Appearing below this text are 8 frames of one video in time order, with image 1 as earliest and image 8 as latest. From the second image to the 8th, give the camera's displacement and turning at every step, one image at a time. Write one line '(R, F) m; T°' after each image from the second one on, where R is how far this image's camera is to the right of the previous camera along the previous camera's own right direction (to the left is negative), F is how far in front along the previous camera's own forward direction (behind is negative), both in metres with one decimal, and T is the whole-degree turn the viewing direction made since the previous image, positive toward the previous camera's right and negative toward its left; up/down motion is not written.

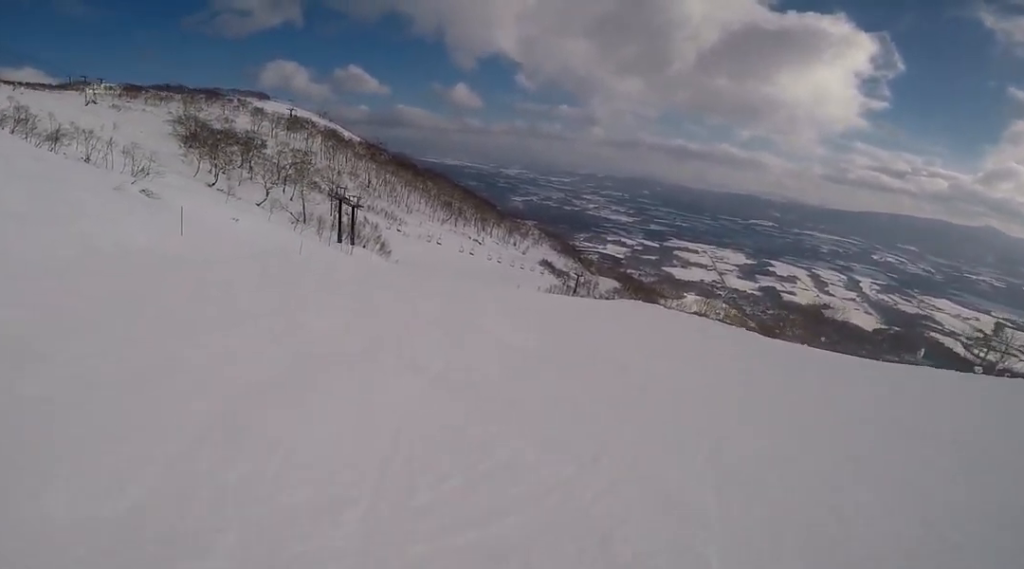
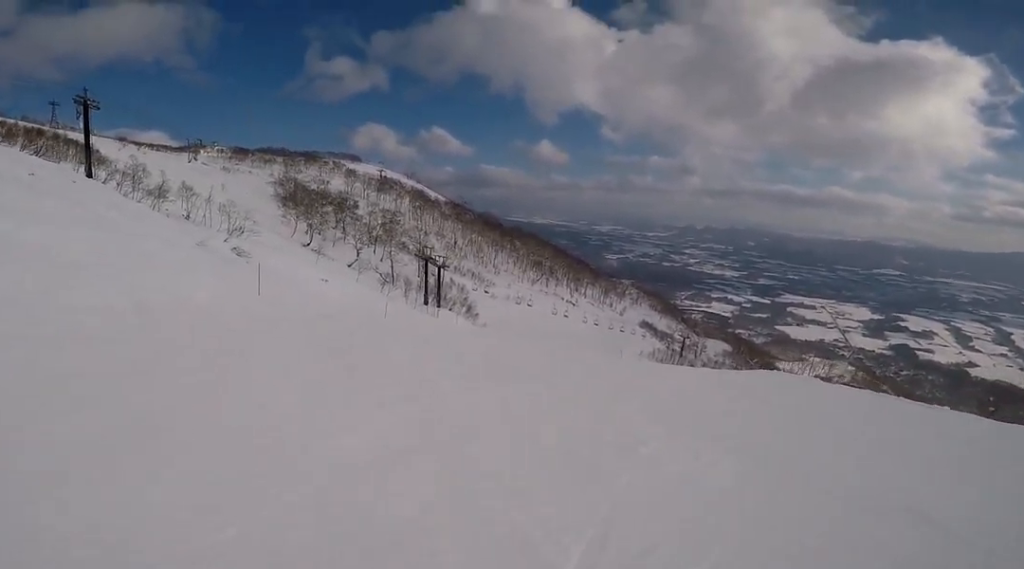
(-0.4, +2.5) m; -7°
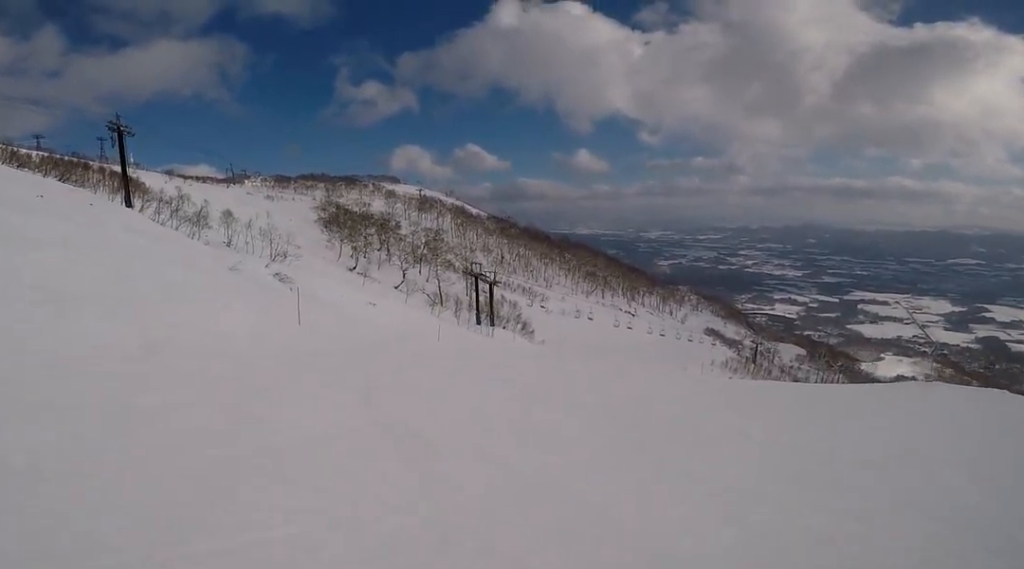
(-0.9, +3.1) m; 0°
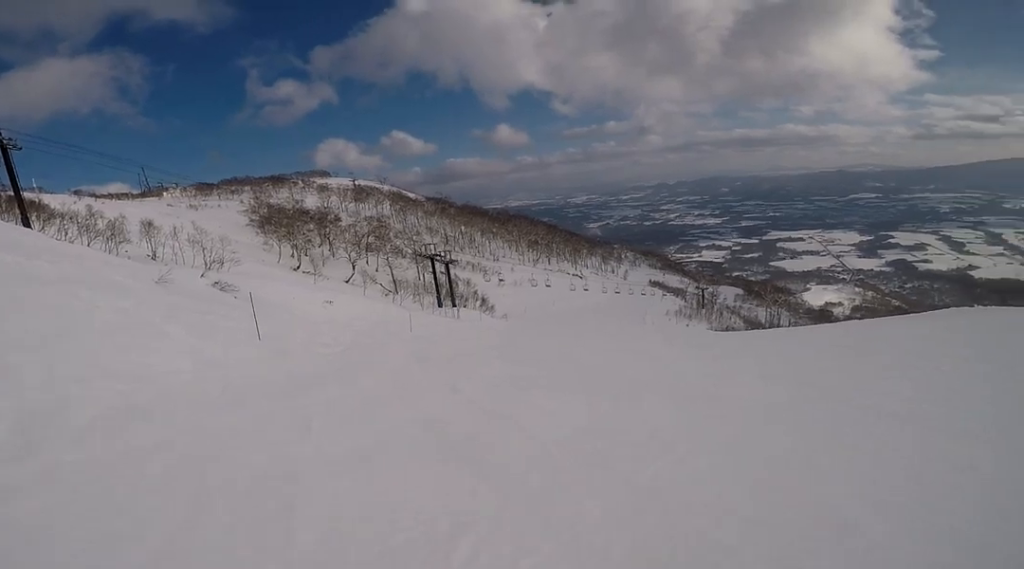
(+0.9, +3.8) m; +11°
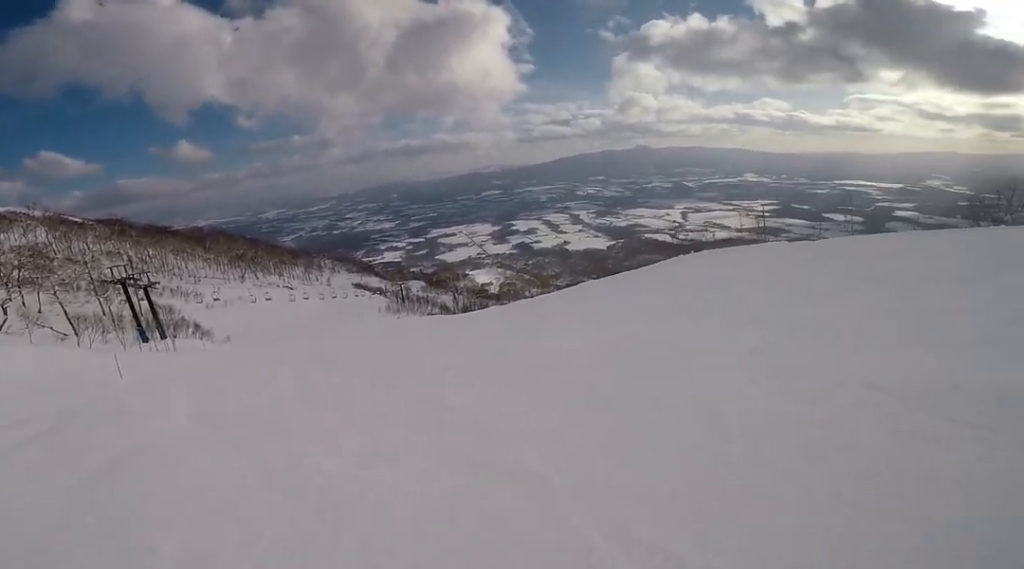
(+0.4, +5.7) m; +25°
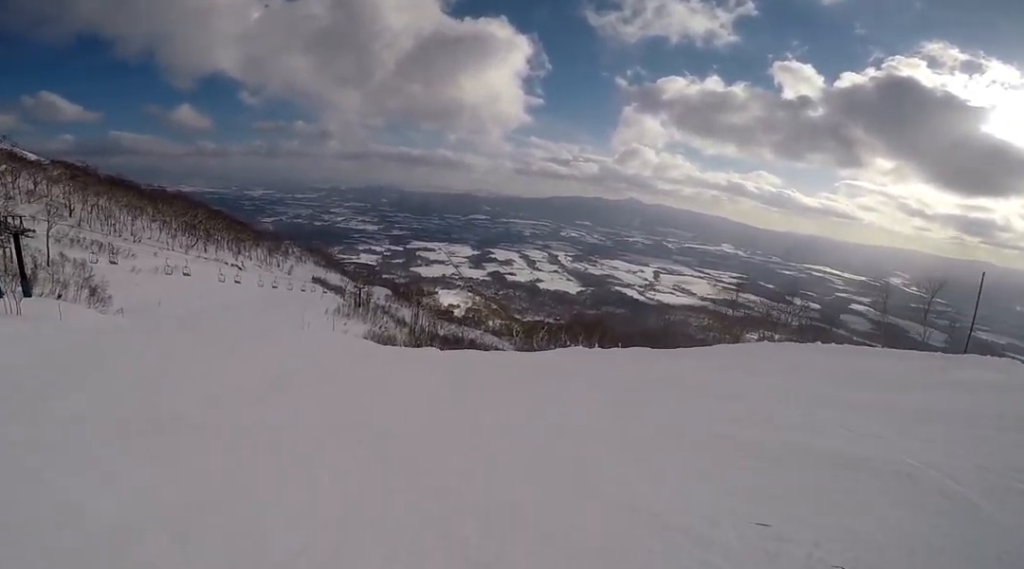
(+5.4, +10.7) m; +13°
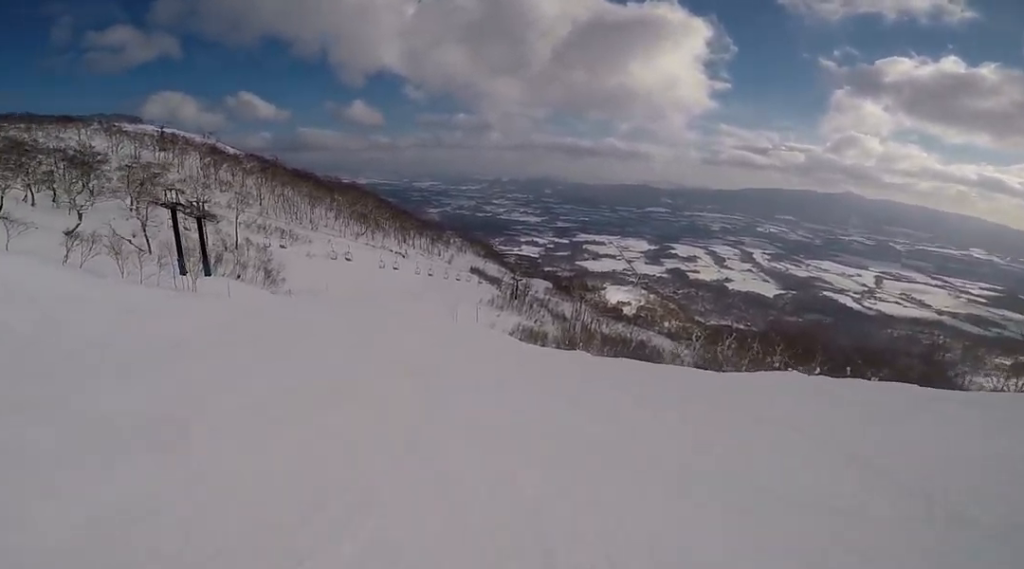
(+0.1, +3.2) m; -24°
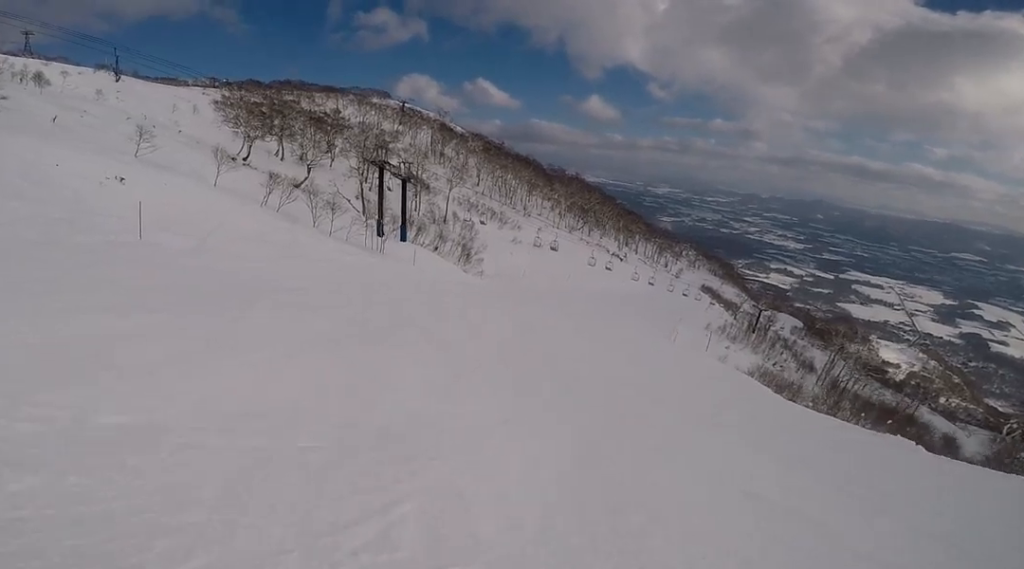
(-2.9, +4.8) m; -38°
